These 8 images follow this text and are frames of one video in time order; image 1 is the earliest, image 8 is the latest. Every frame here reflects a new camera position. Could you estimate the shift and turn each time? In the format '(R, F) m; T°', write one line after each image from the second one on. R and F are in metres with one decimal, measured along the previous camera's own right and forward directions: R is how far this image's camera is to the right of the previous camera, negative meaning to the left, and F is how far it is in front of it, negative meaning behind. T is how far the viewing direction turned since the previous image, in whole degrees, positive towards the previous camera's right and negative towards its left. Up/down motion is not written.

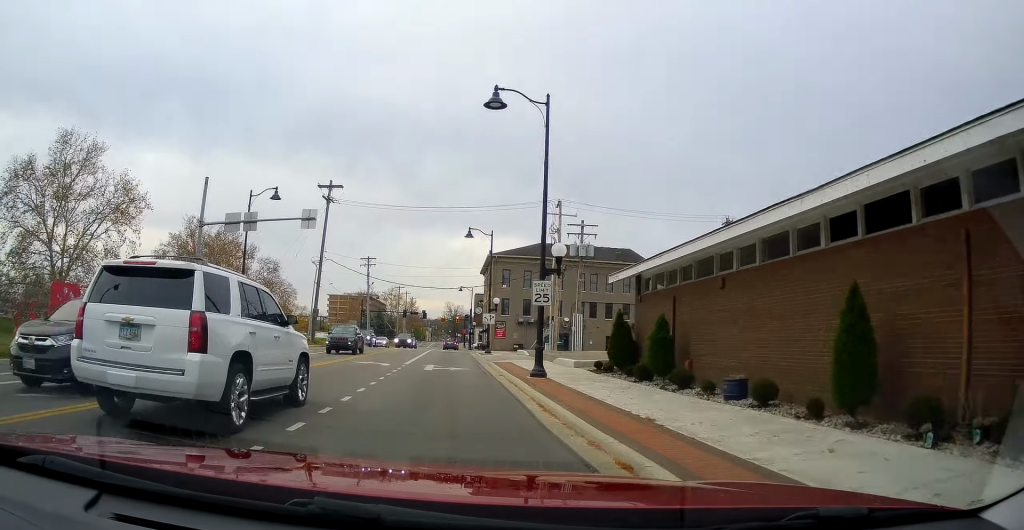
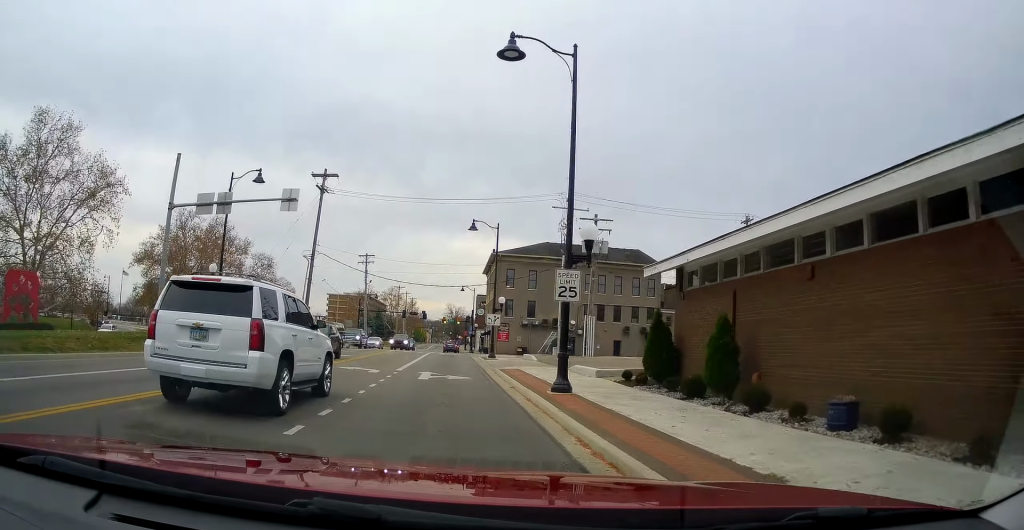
(+0.3, +3.5) m; -1°
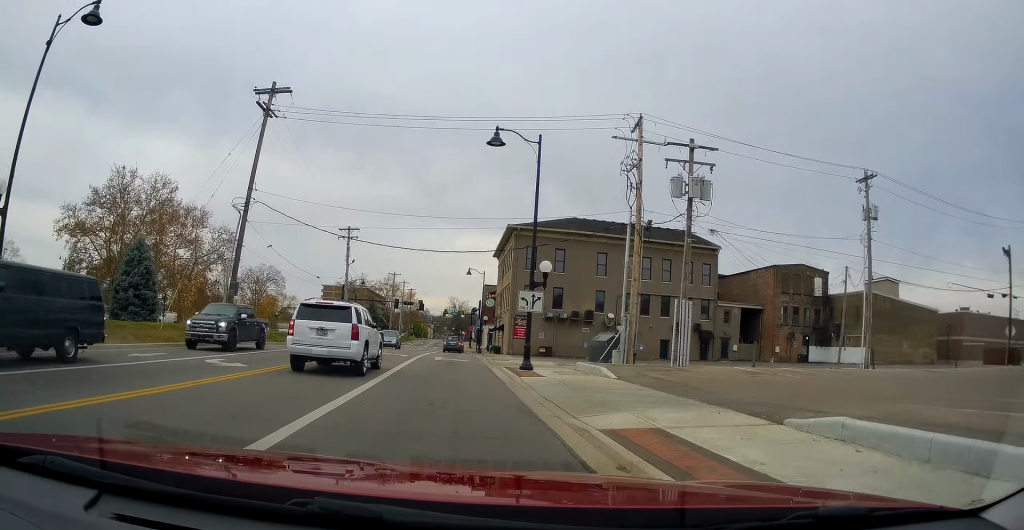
(-0.4, +16.8) m; +2°
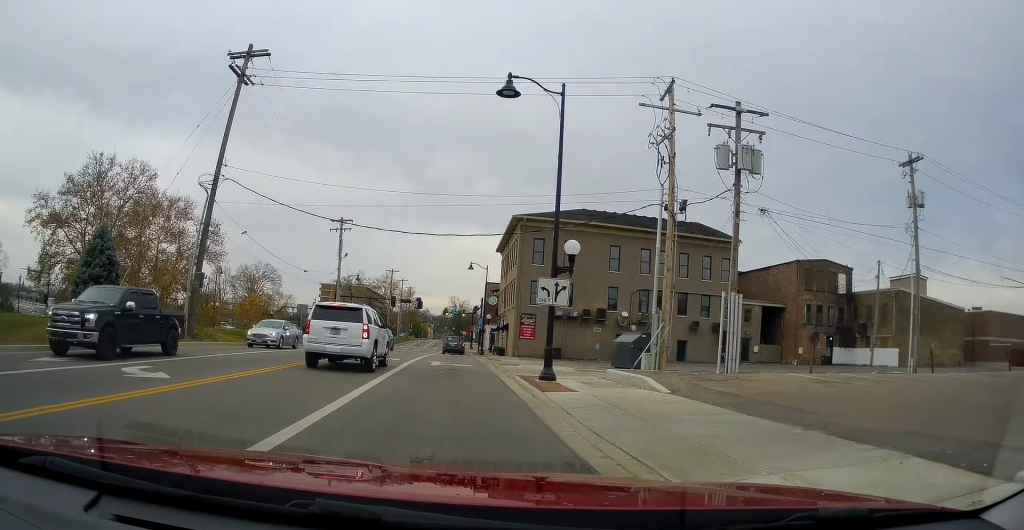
(+0.2, +4.6) m; +2°
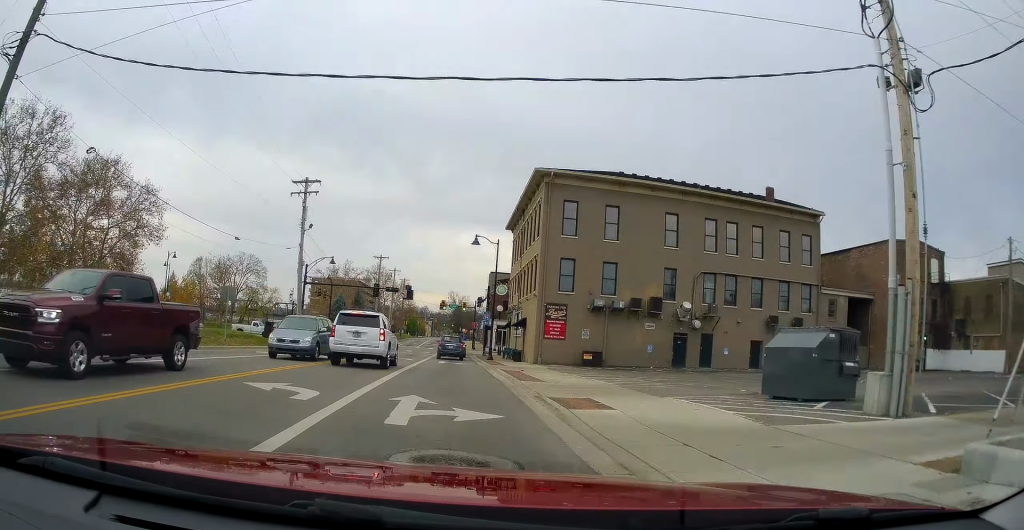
(-0.4, +15.8) m; -3°
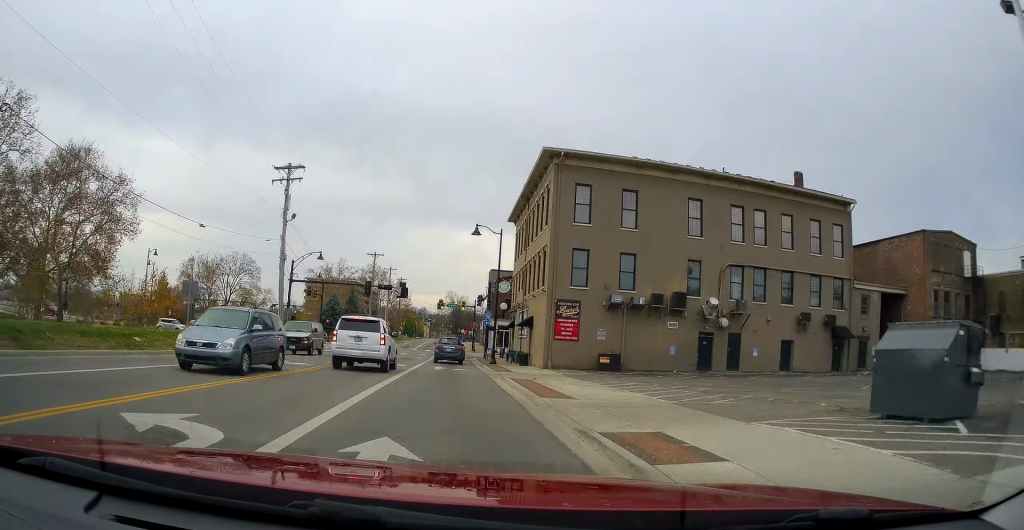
(-0.1, +4.9) m; -1°
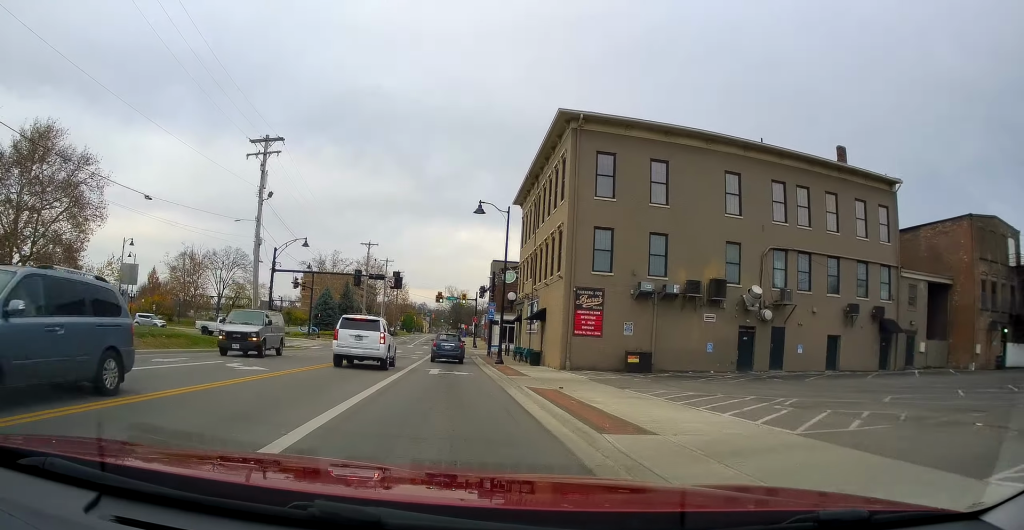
(0.0, +5.9) m; 0°
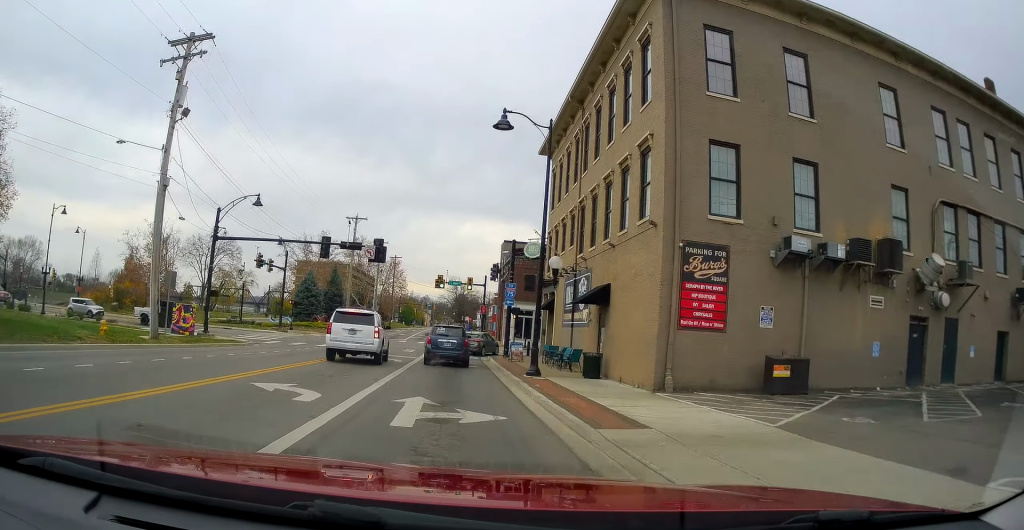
(0.0, +14.4) m; 0°
